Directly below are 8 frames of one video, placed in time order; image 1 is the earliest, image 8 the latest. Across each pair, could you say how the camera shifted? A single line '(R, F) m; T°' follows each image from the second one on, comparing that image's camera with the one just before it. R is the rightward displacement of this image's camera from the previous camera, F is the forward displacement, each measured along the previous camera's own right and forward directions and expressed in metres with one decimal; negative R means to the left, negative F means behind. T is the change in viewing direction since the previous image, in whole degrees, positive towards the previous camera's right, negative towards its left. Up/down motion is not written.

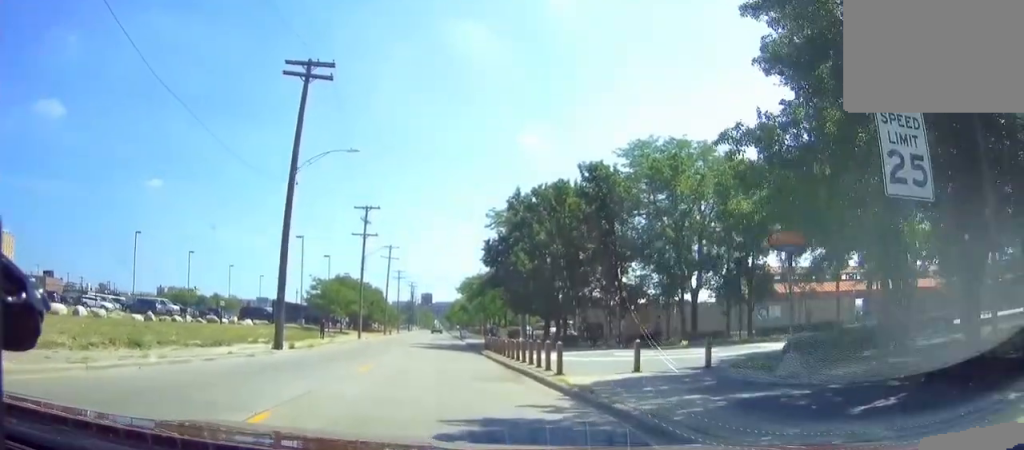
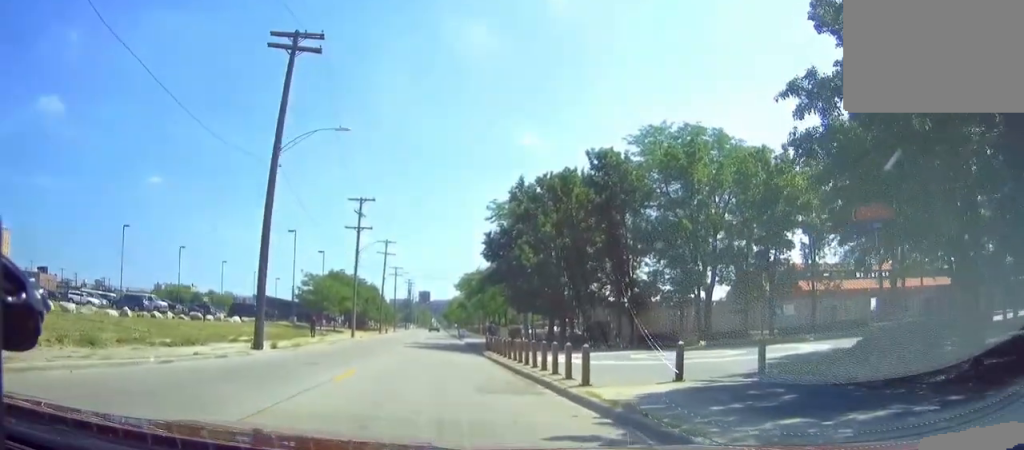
(0.0, +2.9) m; 0°
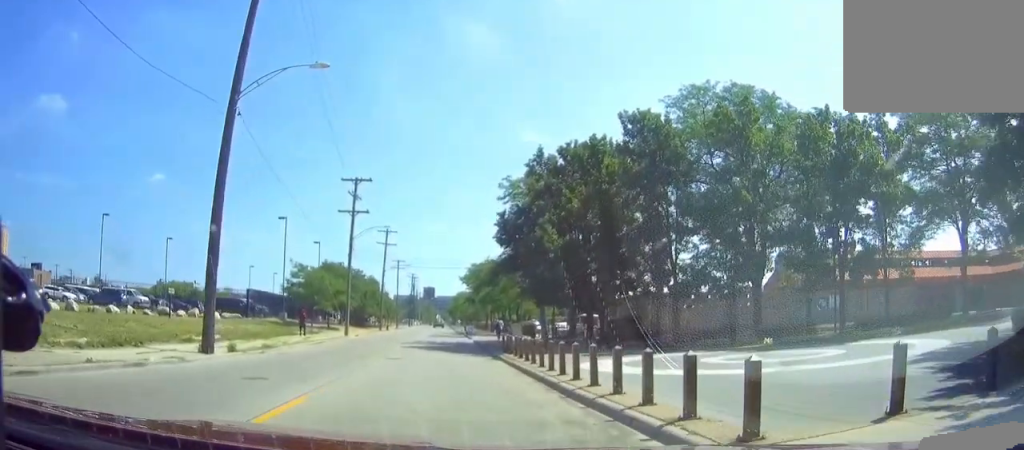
(0.0, +6.3) m; 0°
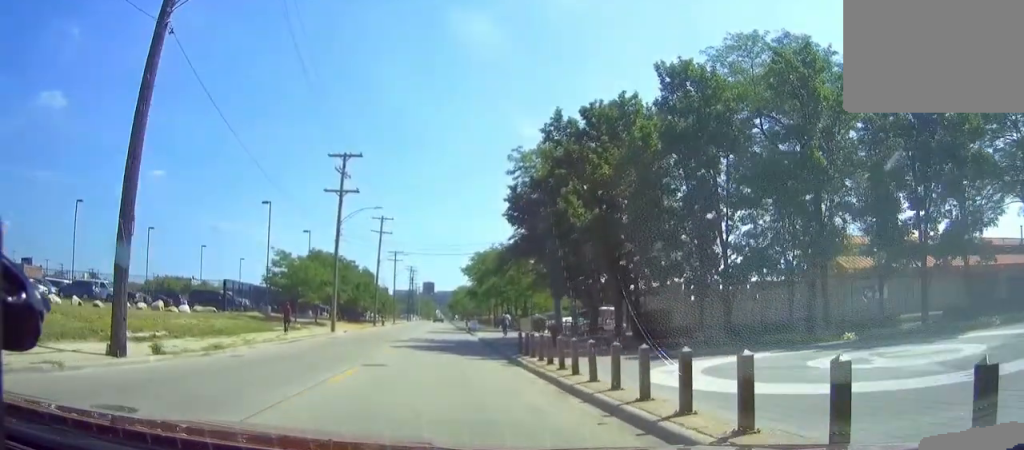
(0.0, +5.9) m; 0°
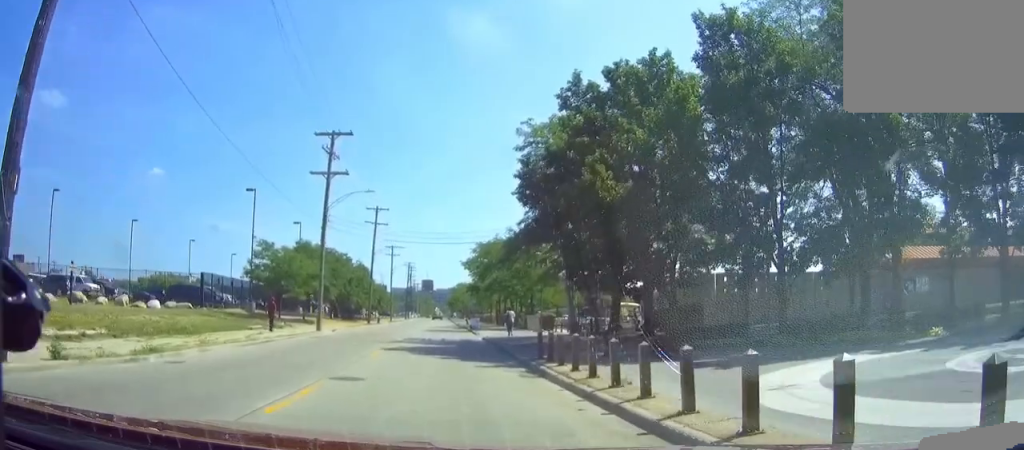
(0.0, +4.5) m; 0°
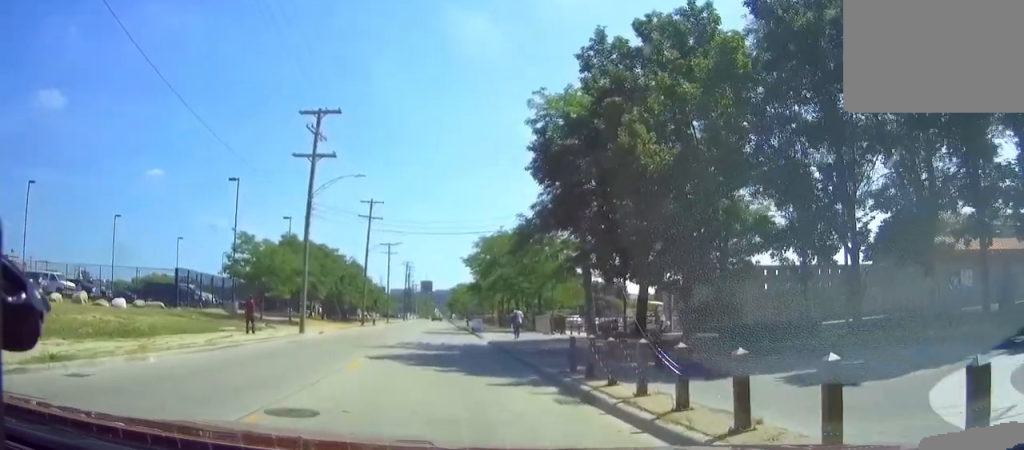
(0.0, +4.7) m; 0°
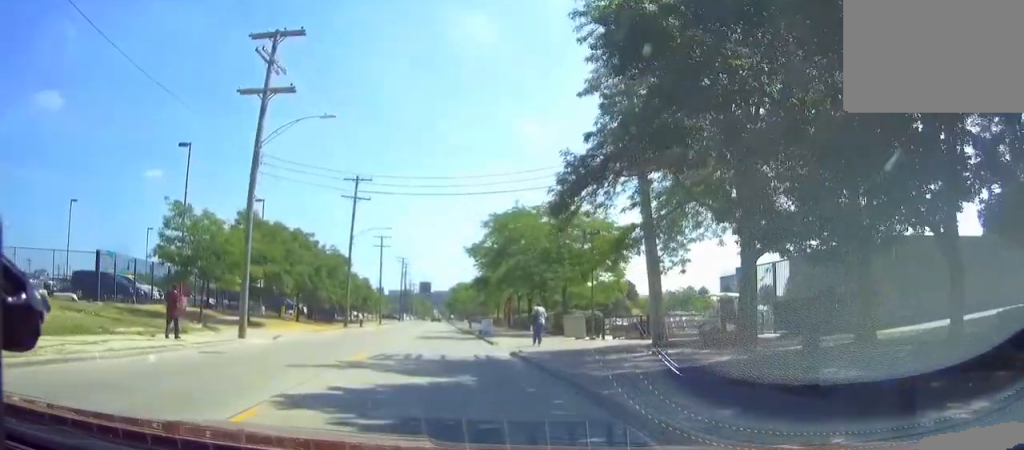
(0.0, +10.2) m; 0°
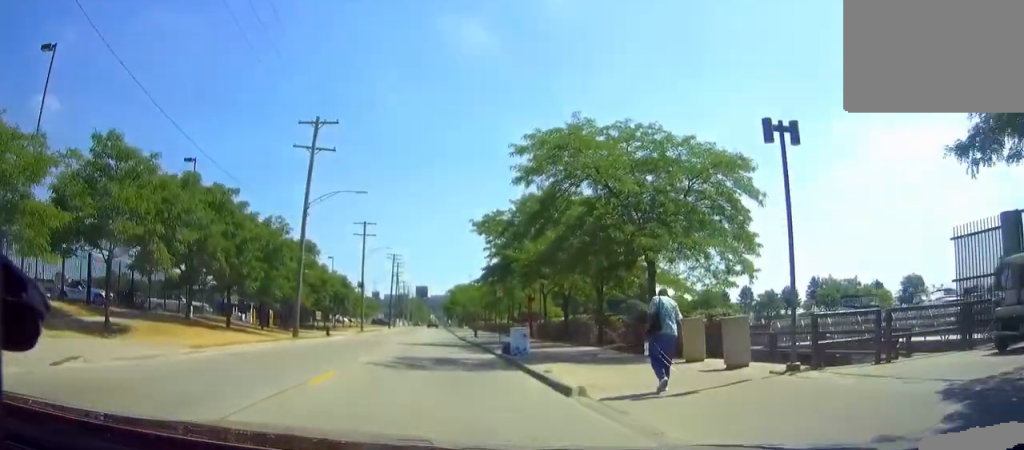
(0.0, +17.8) m; 0°
